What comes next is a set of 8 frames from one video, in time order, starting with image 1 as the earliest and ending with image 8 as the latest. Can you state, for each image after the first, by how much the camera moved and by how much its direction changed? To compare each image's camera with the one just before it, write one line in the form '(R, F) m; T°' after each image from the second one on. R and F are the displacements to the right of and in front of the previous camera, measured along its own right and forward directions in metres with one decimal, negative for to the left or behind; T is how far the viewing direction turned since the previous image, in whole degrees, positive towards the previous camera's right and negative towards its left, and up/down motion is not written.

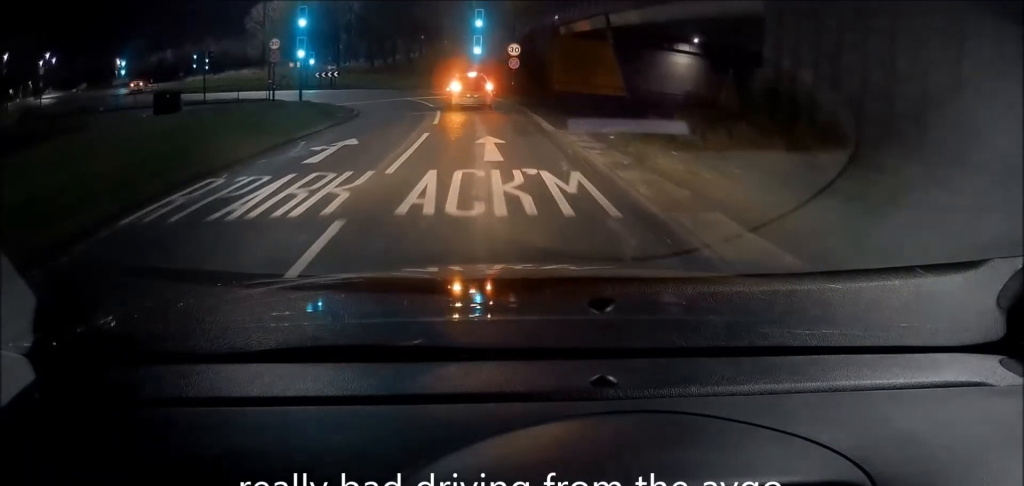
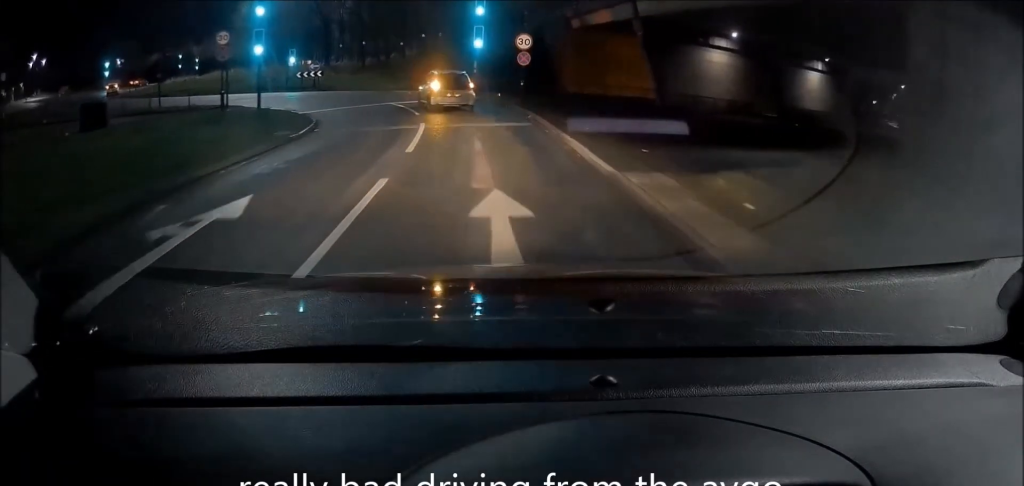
(0.0, +6.2) m; -2°
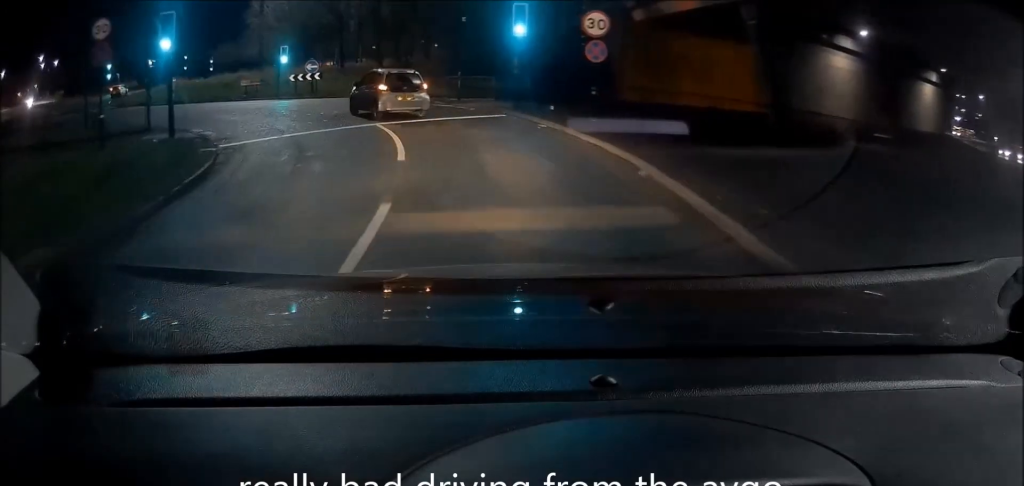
(-0.3, +10.2) m; -8°
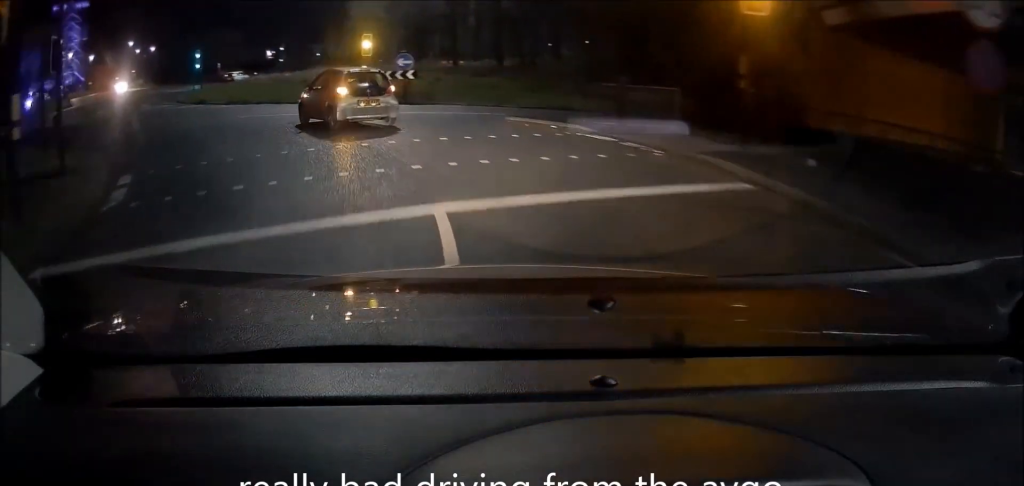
(-1.0, +9.8) m; -14°
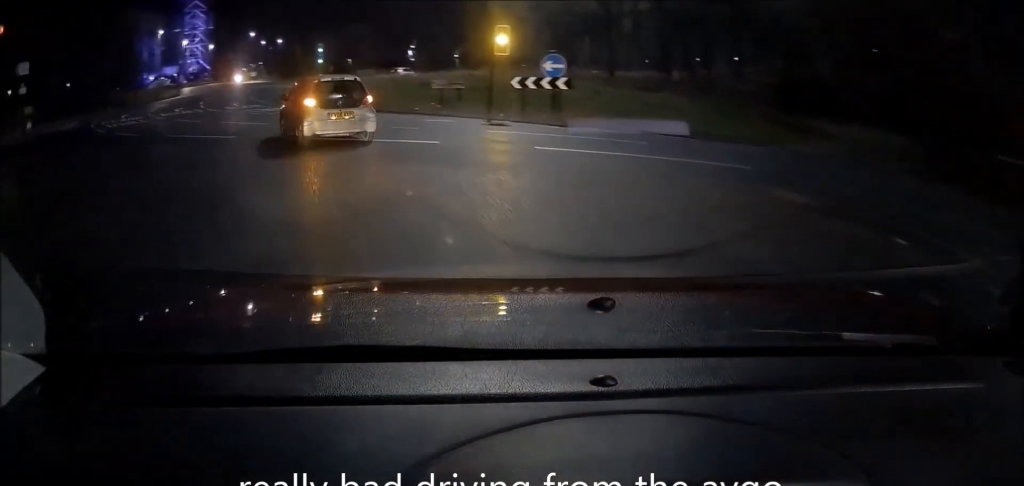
(-0.9, +8.1) m; -12°
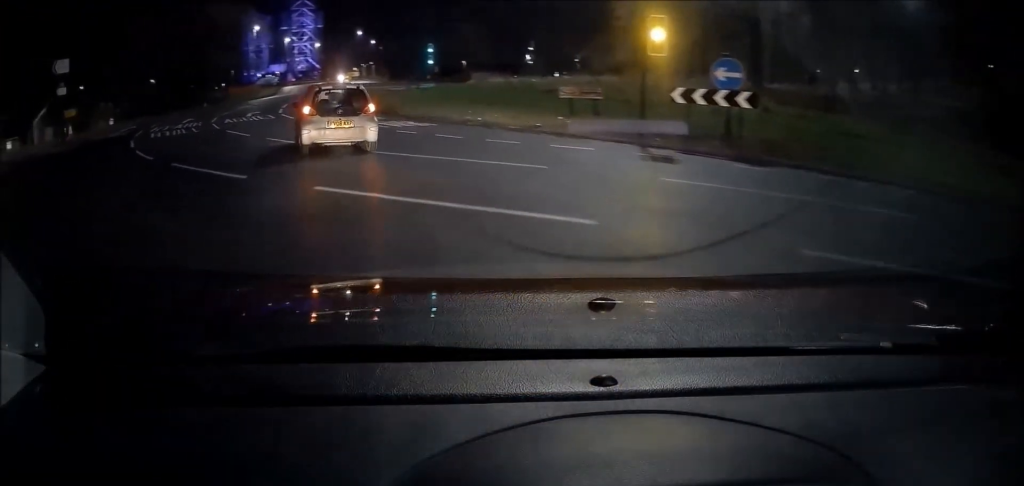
(-0.4, +6.4) m; -9°
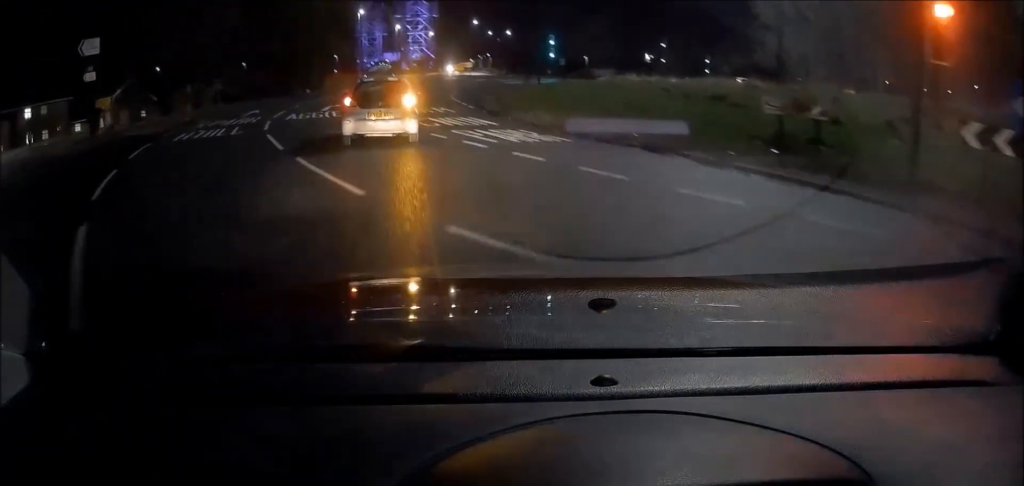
(-0.8, +7.2) m; -7°
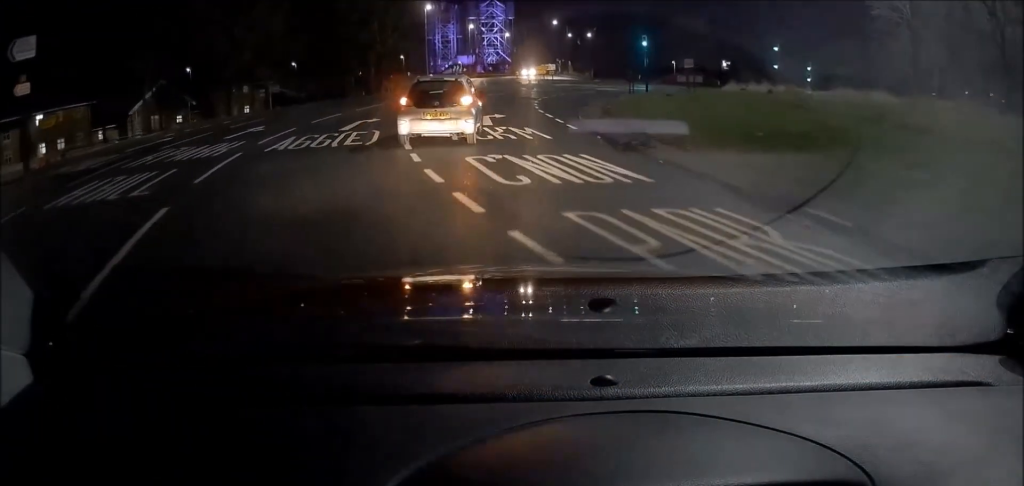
(-0.5, +9.7) m; -2°
